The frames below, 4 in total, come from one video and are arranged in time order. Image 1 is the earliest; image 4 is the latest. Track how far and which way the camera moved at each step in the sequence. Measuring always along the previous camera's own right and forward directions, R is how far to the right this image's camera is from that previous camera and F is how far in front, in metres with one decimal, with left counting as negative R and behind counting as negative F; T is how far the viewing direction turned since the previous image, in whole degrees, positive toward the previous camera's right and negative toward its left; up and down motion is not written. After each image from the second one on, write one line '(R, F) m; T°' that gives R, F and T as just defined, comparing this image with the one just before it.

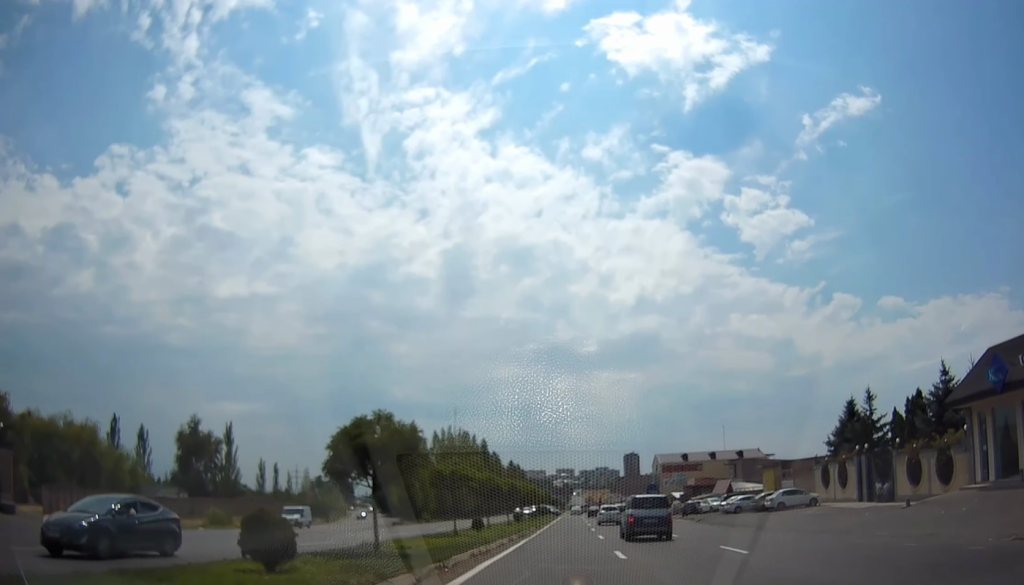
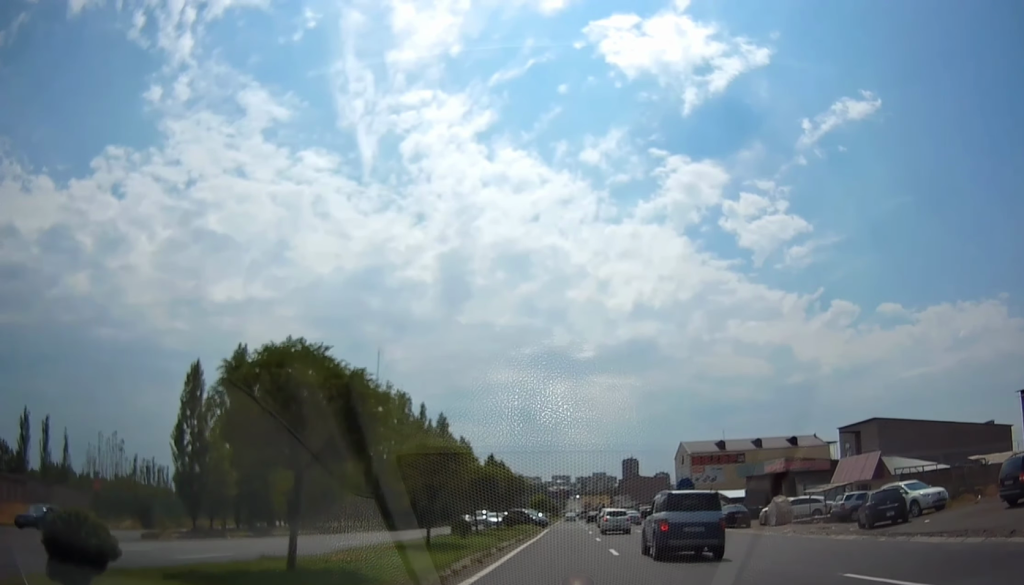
(-0.9, +44.5) m; -2°
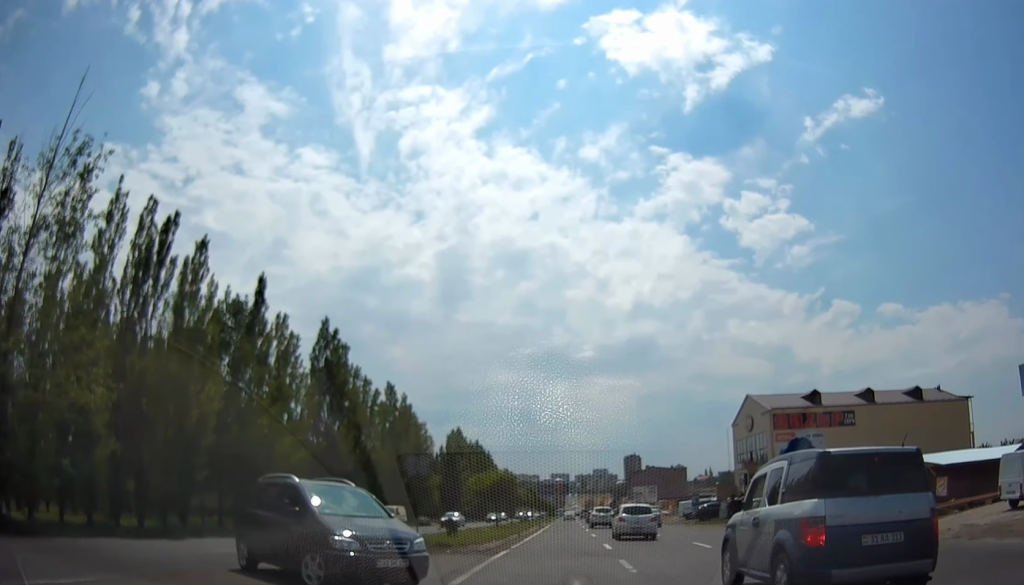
(-0.3, +50.1) m; +1°
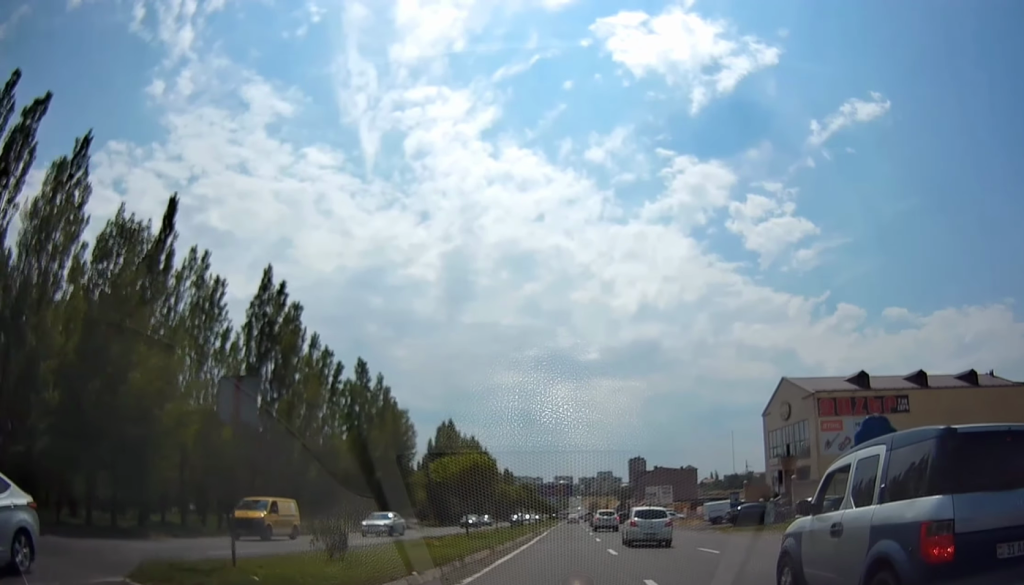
(+0.4, +12.7) m; +1°
